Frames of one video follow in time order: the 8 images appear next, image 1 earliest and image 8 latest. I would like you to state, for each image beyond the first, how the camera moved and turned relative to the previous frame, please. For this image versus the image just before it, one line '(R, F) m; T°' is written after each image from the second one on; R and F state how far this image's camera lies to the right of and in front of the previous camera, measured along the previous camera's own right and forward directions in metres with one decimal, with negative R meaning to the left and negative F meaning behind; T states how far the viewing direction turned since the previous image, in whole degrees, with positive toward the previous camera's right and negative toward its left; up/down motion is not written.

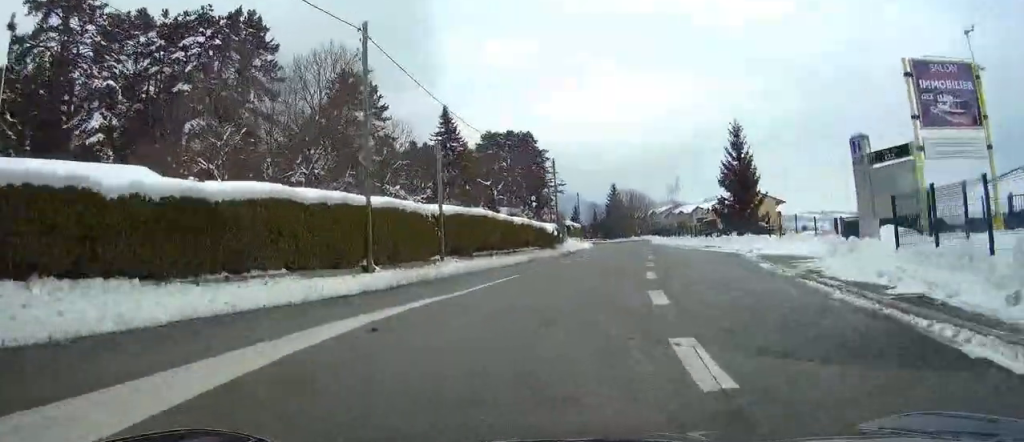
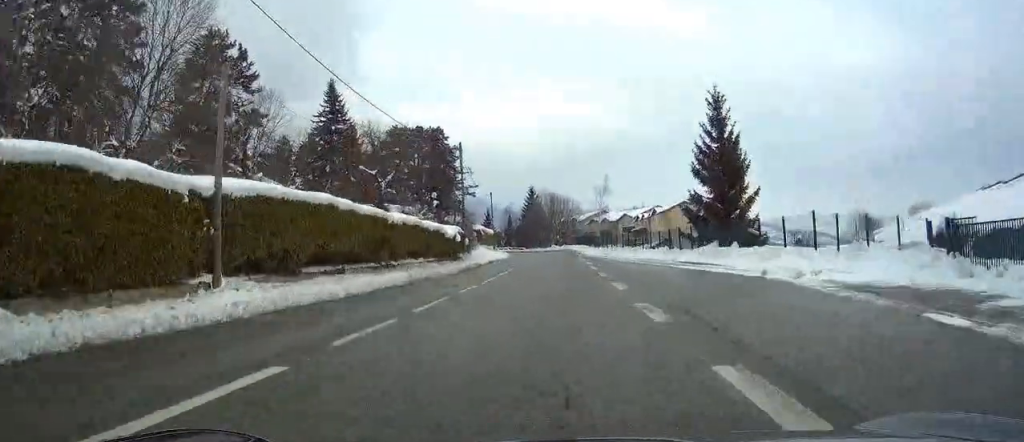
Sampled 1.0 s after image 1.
(+0.5, +15.0) m; +2°
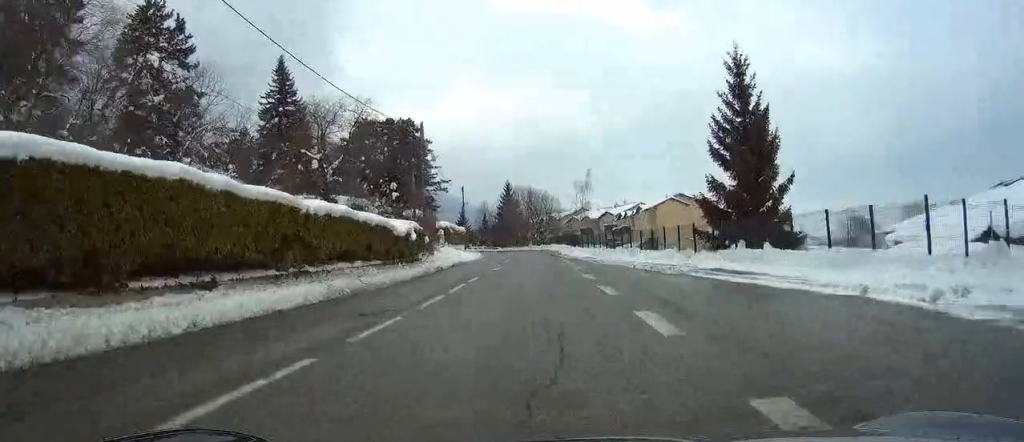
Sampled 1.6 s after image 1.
(0.0, +7.7) m; +1°
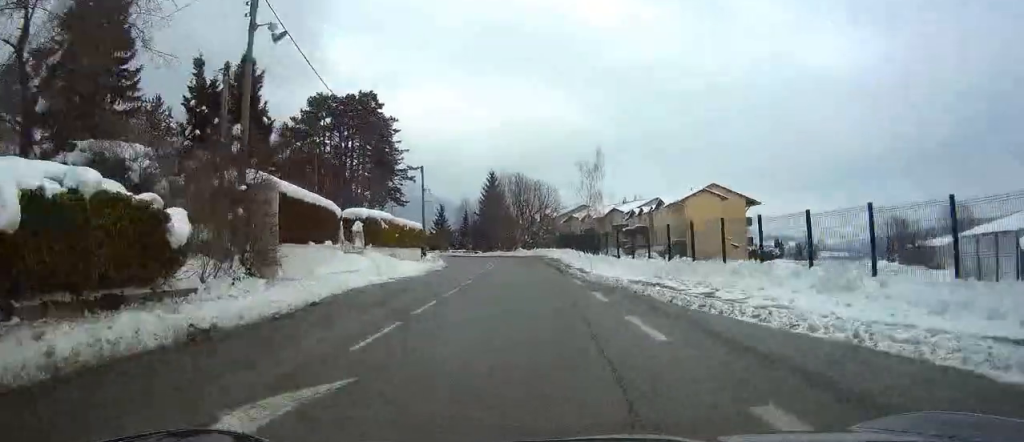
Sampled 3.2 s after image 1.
(+1.1, +25.9) m; +5°
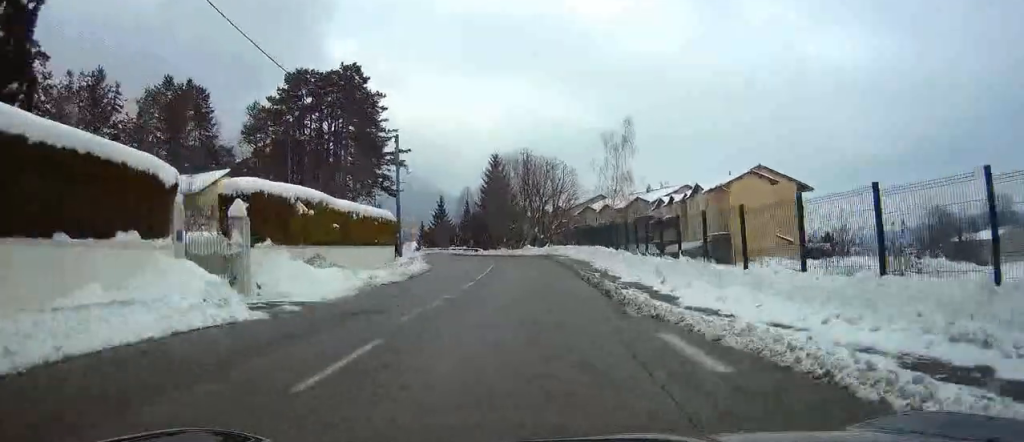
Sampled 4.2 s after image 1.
(0.0, +15.4) m; -3°
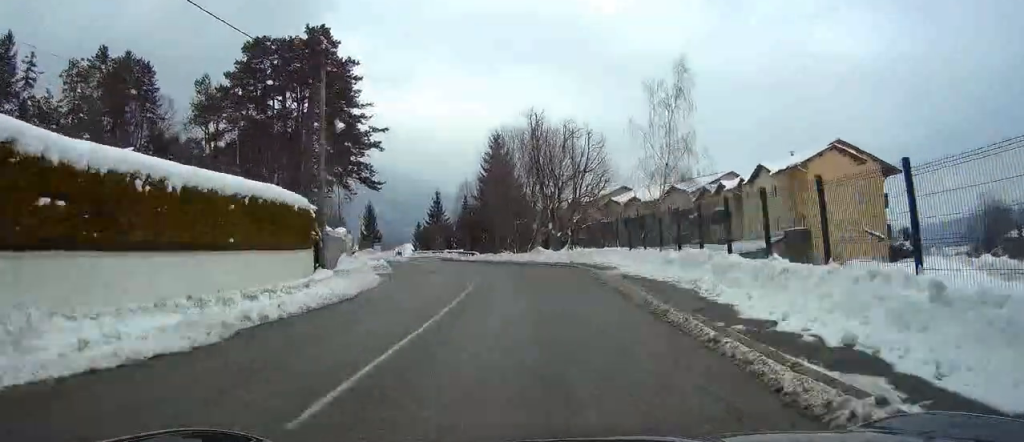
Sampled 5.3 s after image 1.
(-0.9, +17.7) m; -3°
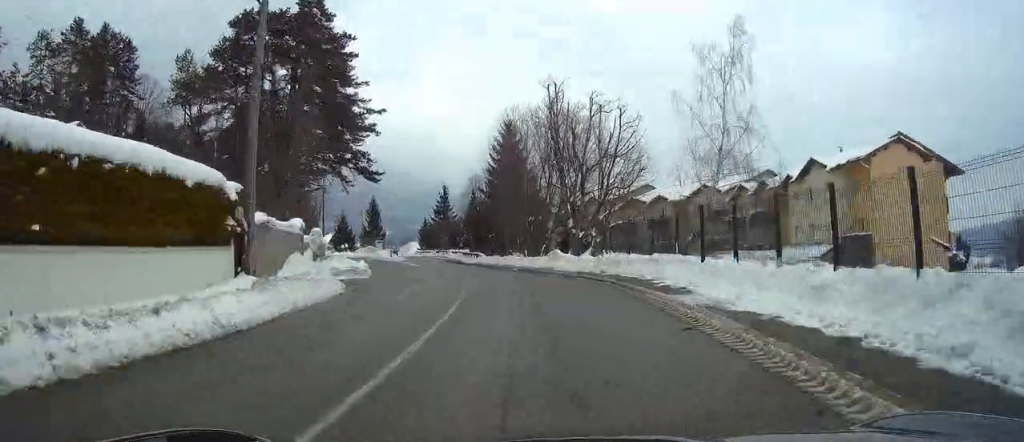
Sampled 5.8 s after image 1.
(0.0, +8.5) m; 0°
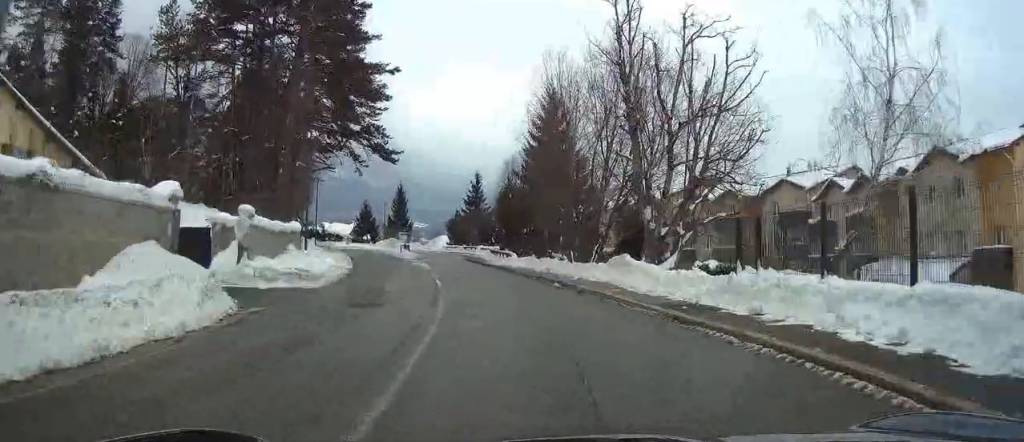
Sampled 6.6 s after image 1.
(0.0, +12.0) m; 0°
